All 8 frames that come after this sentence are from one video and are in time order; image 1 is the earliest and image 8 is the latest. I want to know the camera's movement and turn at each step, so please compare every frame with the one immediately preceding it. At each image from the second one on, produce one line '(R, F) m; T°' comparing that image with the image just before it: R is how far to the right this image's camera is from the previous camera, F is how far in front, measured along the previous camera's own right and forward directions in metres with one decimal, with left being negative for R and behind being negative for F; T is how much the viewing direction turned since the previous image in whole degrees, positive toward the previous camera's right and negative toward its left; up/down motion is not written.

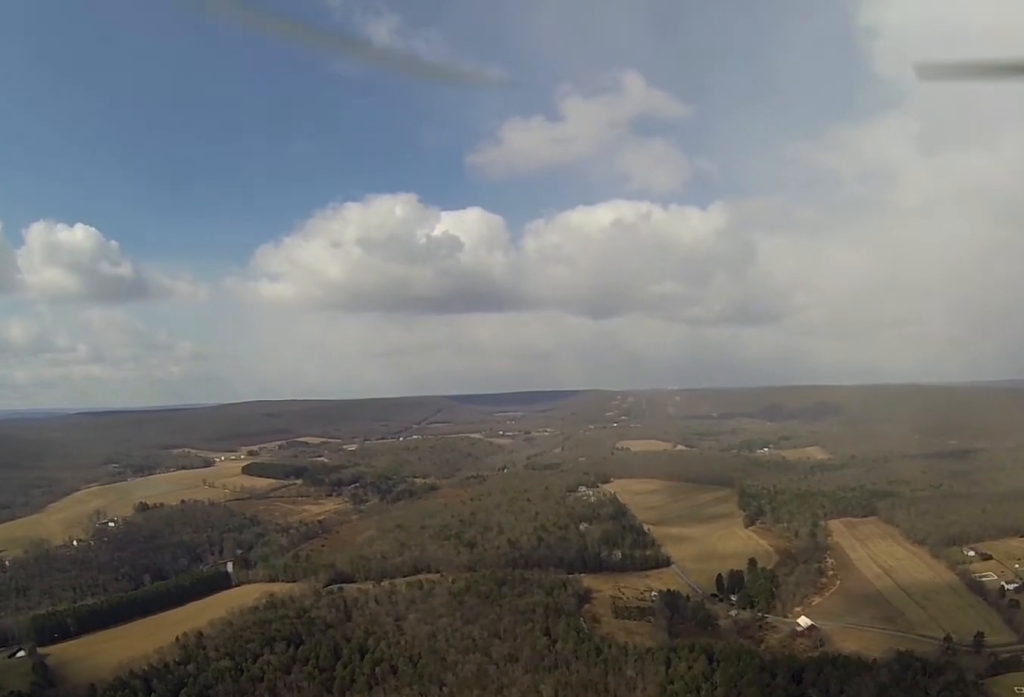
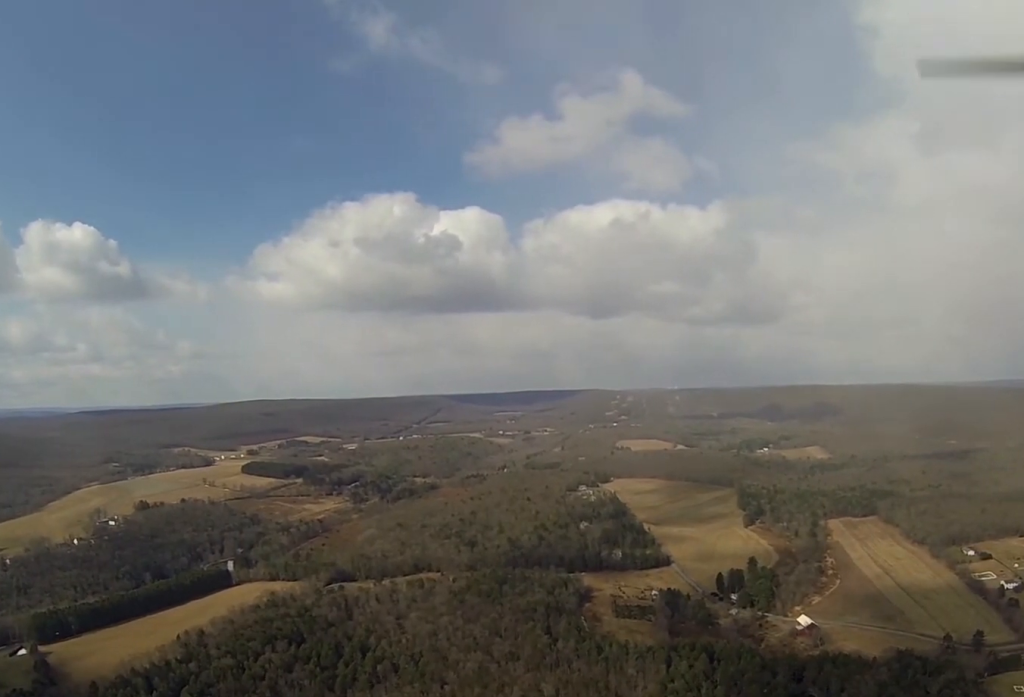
(0.0, +2.3) m; 0°
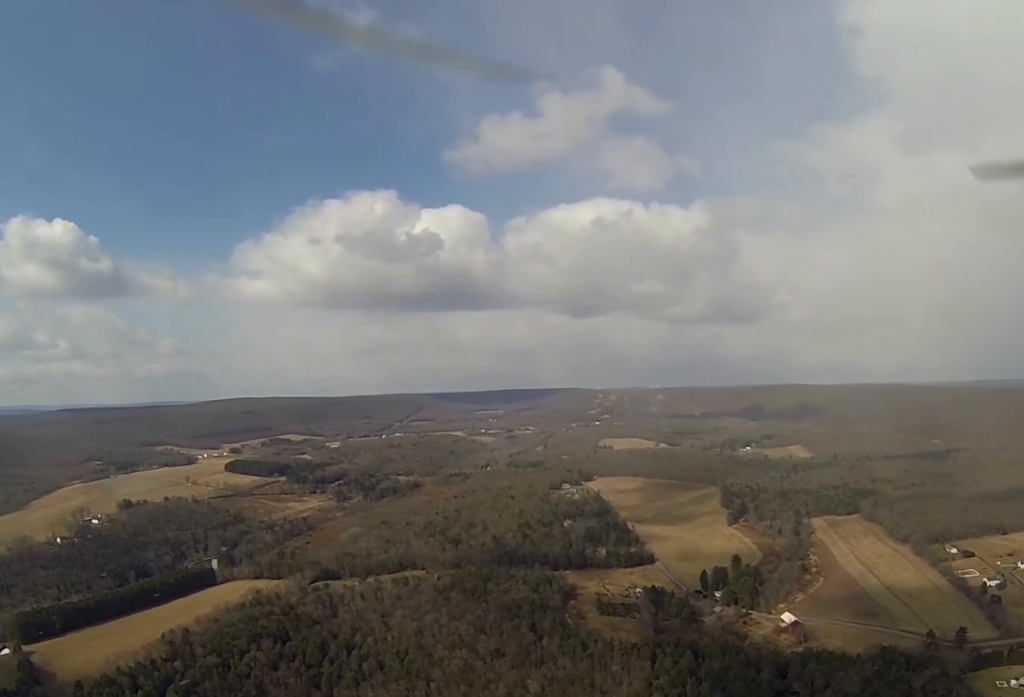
(0.0, +2.7) m; 0°
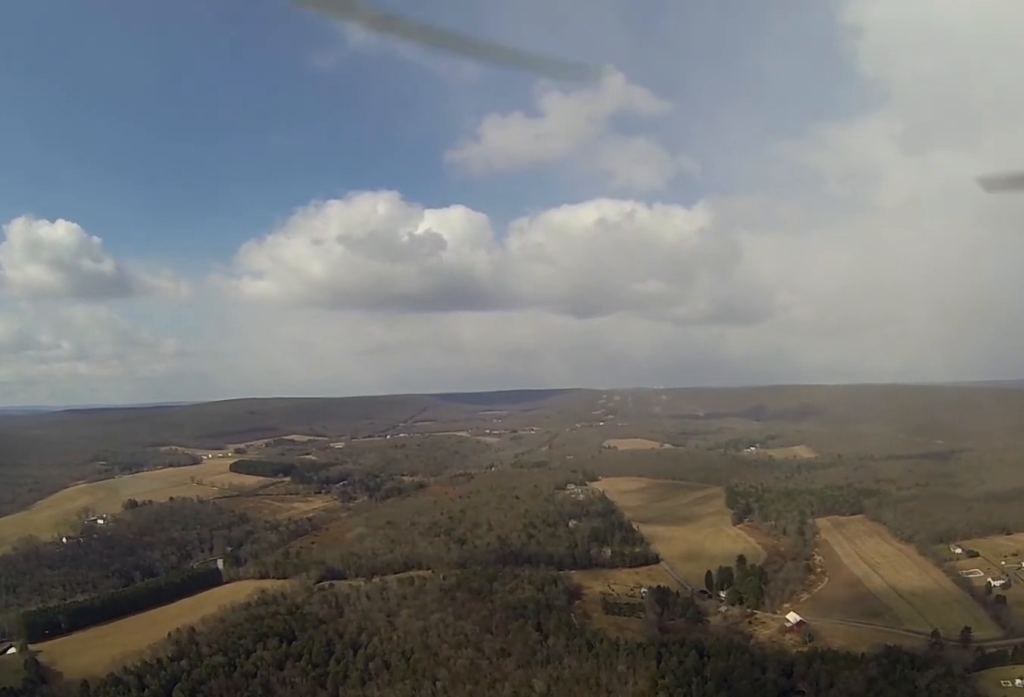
(0.0, +2.0) m; 0°
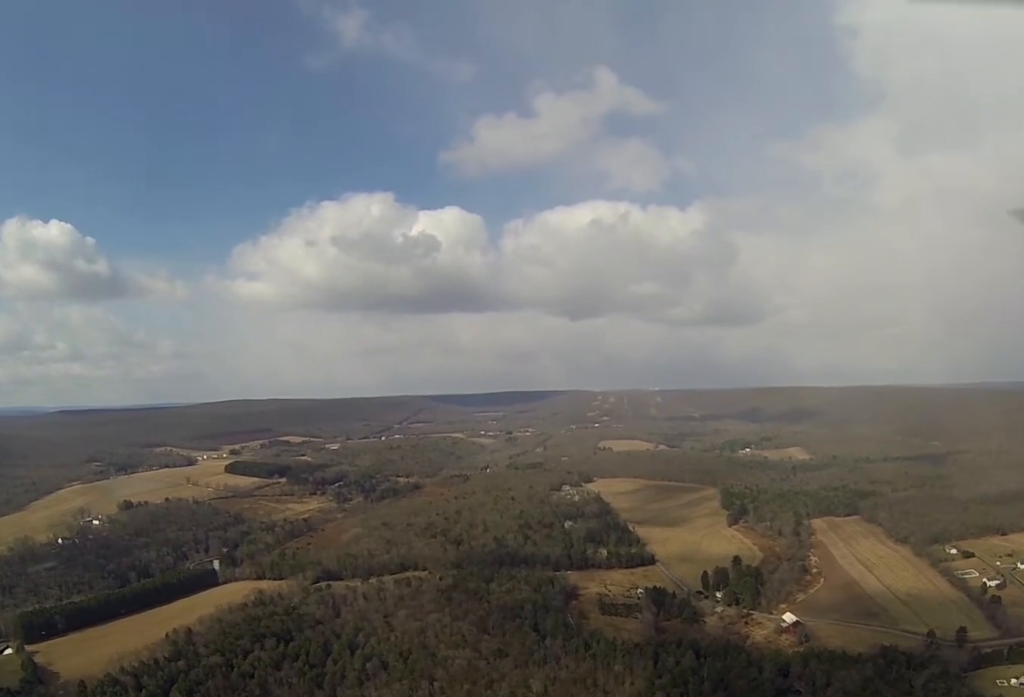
(0.0, +2.1) m; 0°
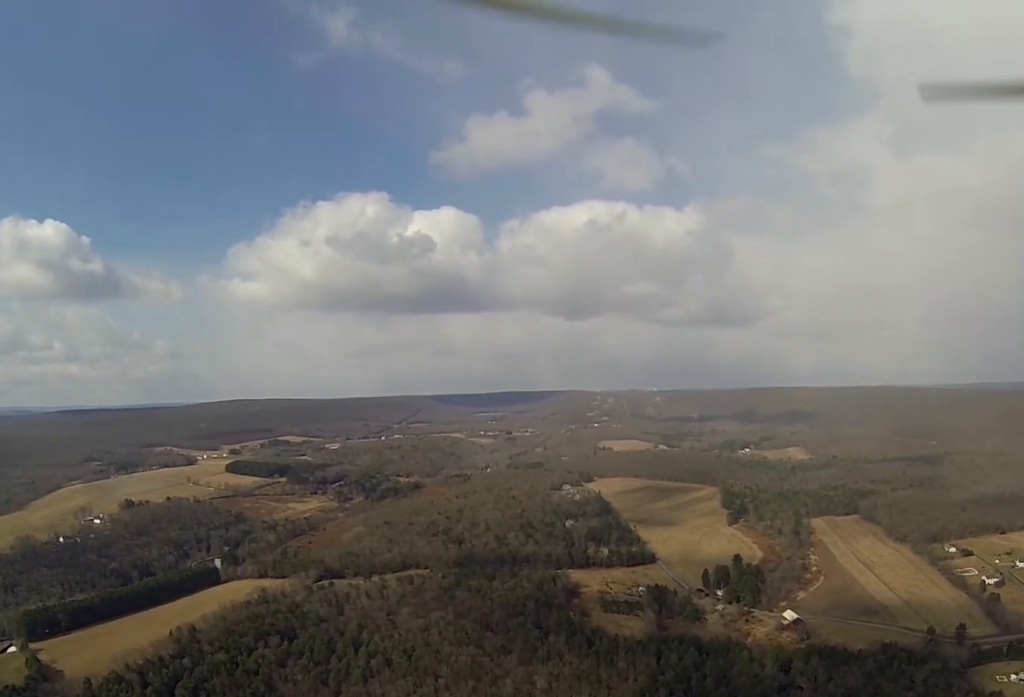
(+0.1, +5.3) m; +2°
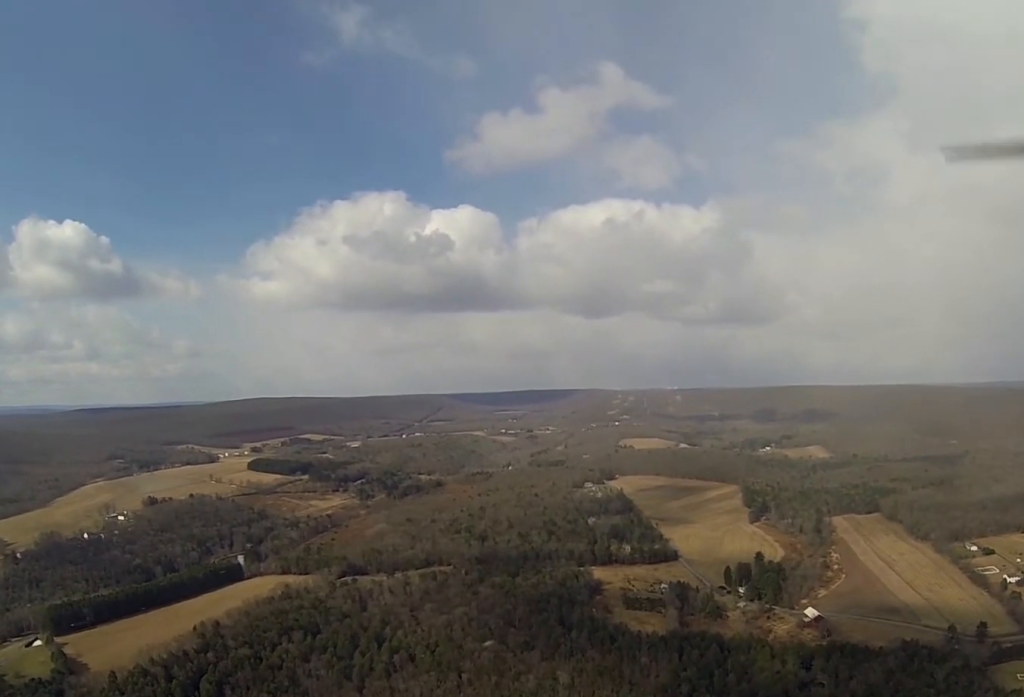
(0.0, +3.6) m; 0°
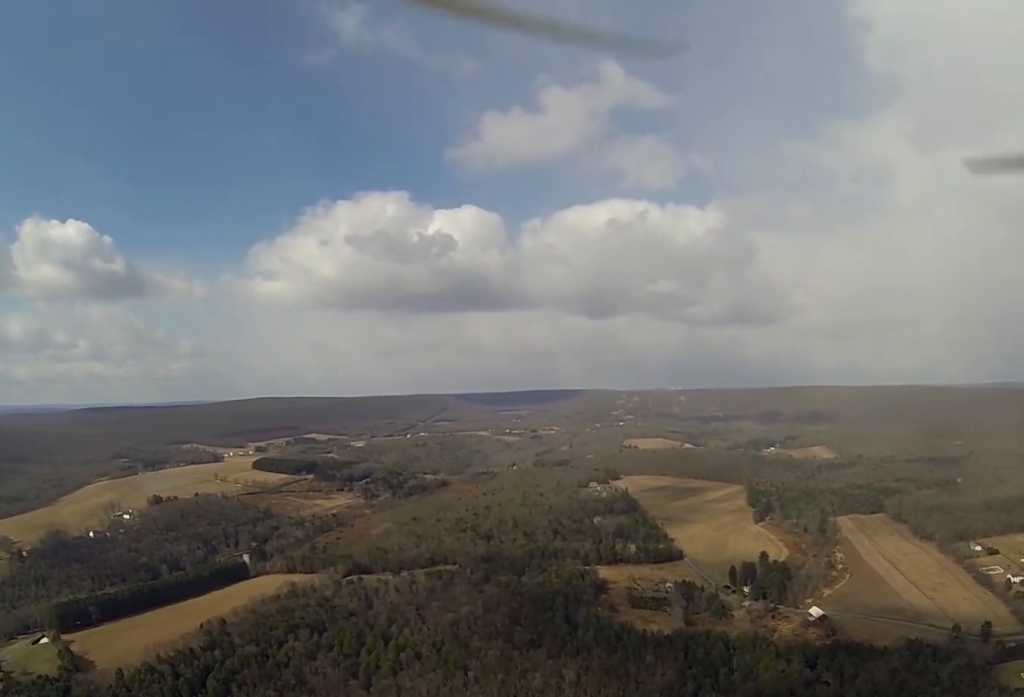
(0.0, +2.9) m; 0°
